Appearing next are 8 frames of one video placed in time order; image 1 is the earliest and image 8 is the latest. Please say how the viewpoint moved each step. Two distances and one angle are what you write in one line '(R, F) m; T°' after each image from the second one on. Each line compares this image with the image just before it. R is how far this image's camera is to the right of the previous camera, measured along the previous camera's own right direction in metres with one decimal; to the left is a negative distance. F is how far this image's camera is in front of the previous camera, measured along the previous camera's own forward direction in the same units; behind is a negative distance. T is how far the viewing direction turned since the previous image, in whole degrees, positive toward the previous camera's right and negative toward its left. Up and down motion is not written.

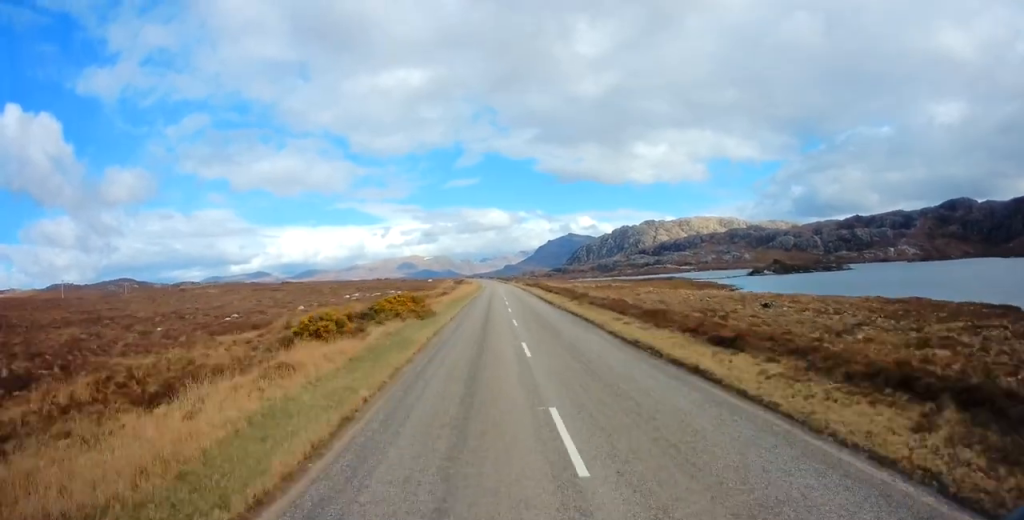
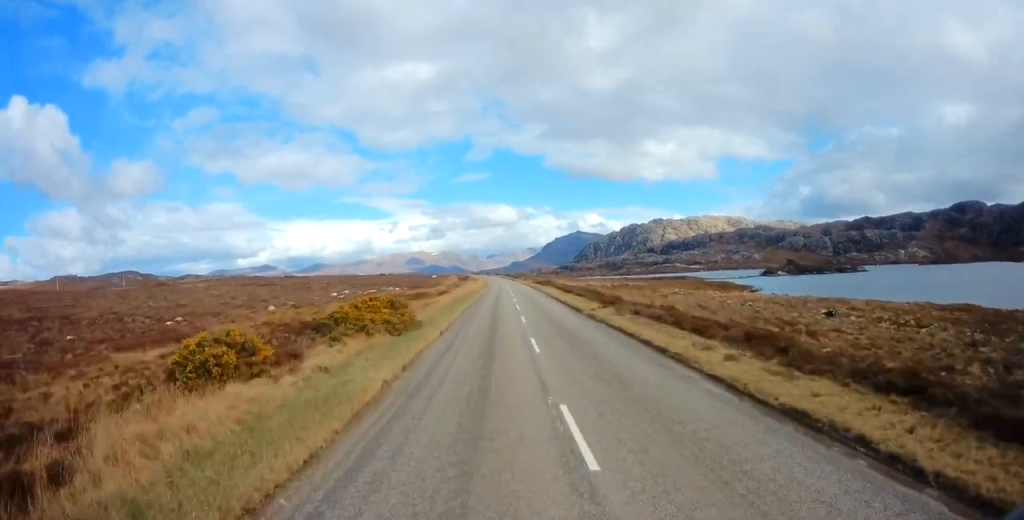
(0.0, +8.6) m; 0°
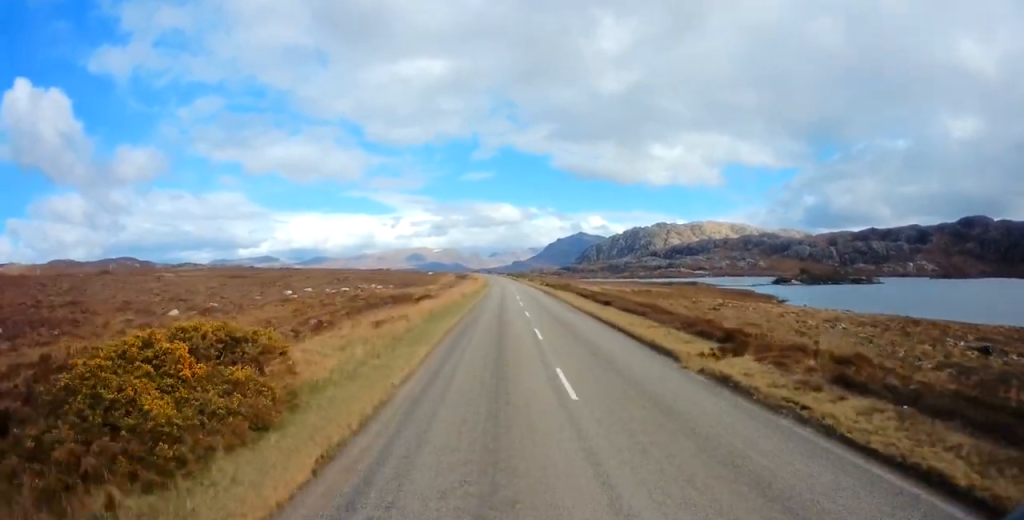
(0.0, +14.0) m; 0°
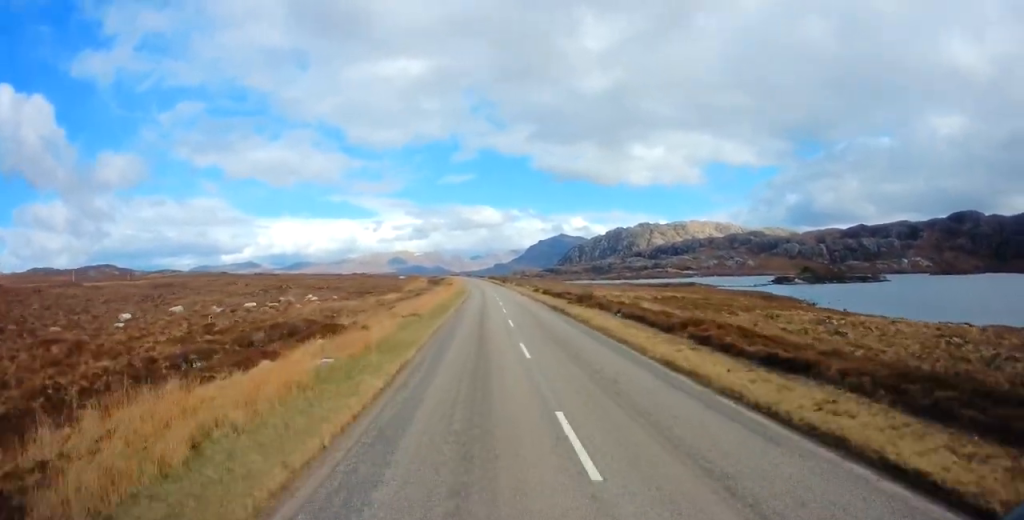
(-0.2, +21.0) m; -1°
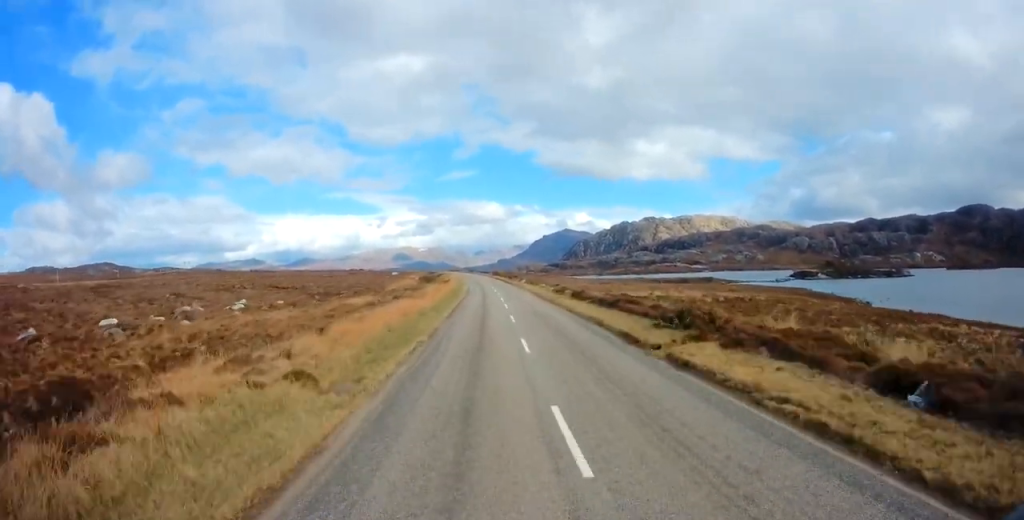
(-0.3, +17.1) m; 0°
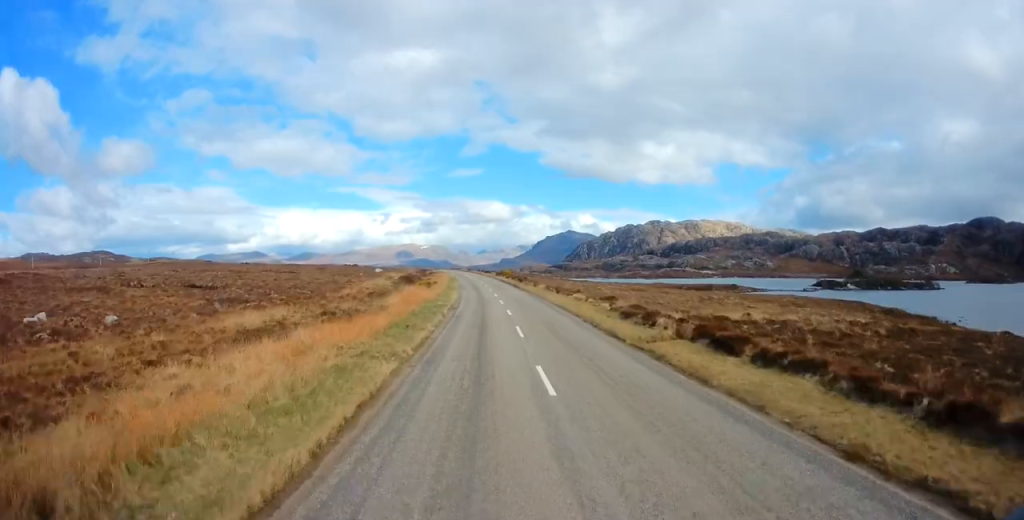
(+0.5, +22.6) m; +1°
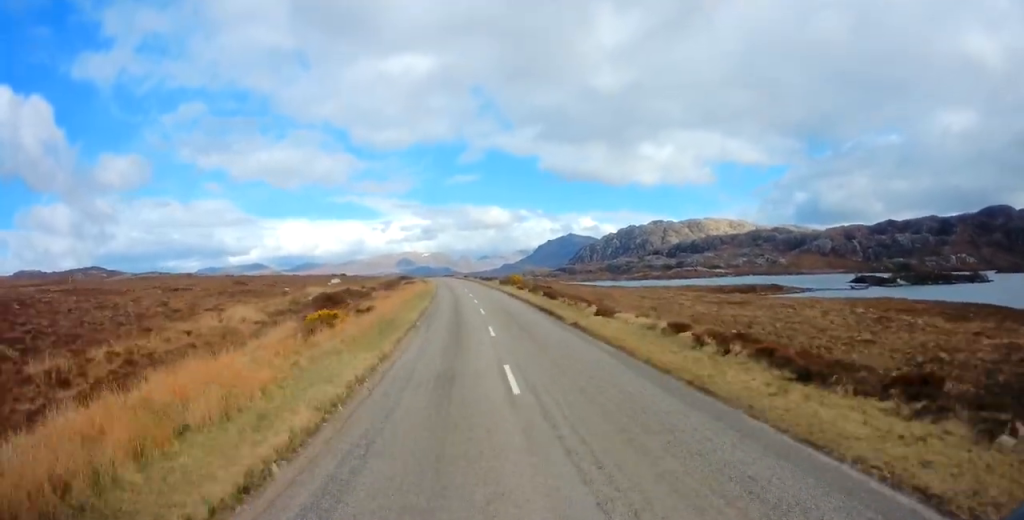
(0.0, +32.4) m; 0°
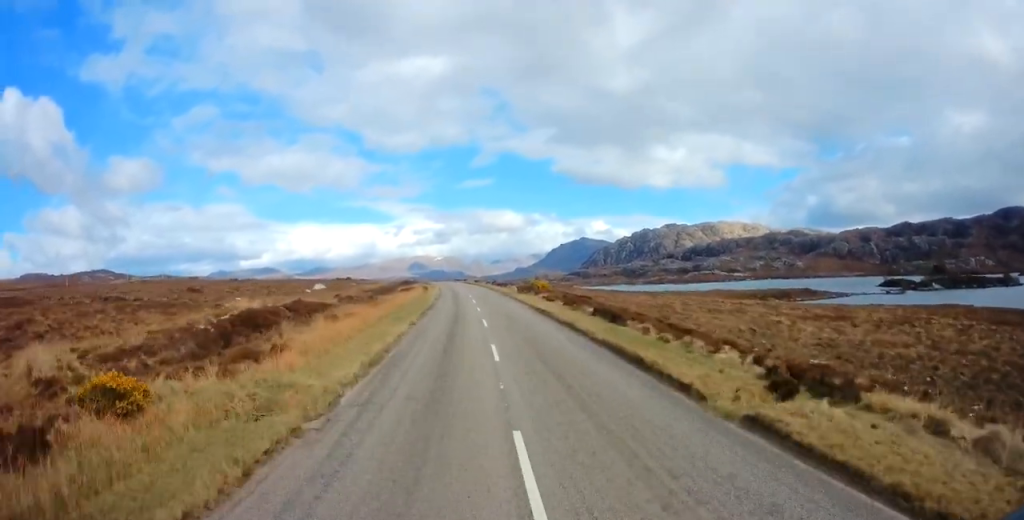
(0.0, +14.2) m; -1°
